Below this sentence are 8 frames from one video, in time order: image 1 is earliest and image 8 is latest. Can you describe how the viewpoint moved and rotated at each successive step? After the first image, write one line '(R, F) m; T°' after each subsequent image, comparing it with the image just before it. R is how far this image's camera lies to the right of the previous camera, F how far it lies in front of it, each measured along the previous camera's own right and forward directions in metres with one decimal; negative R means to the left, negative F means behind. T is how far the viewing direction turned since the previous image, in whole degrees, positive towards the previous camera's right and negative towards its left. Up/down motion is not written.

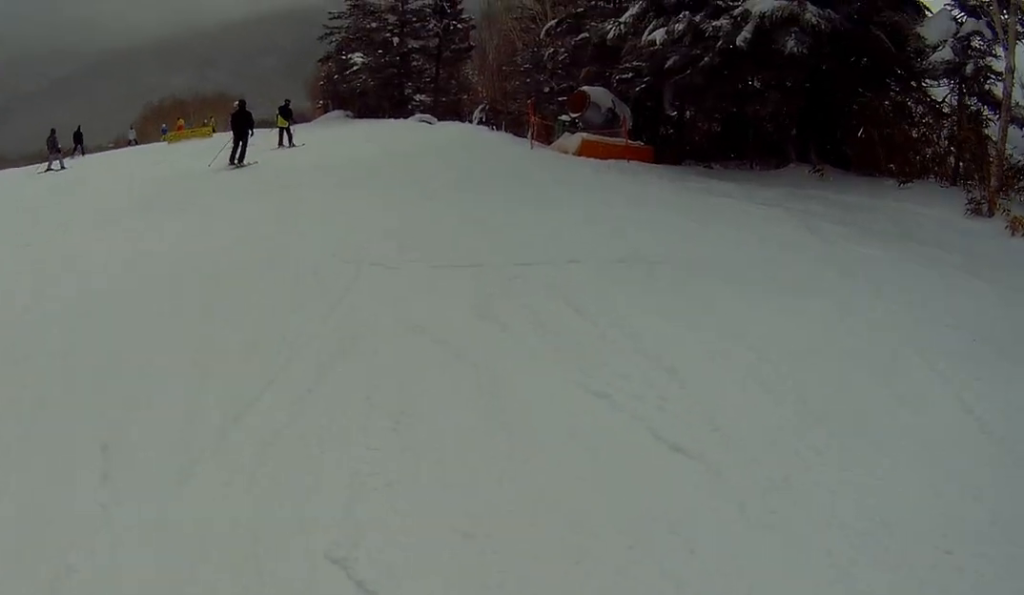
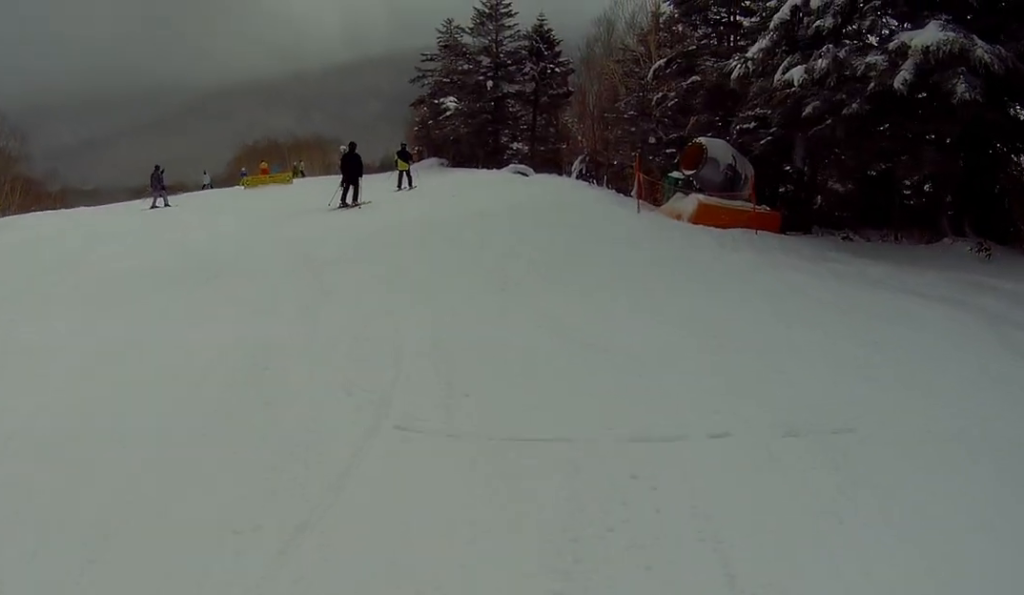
(-0.8, +3.7) m; -14°
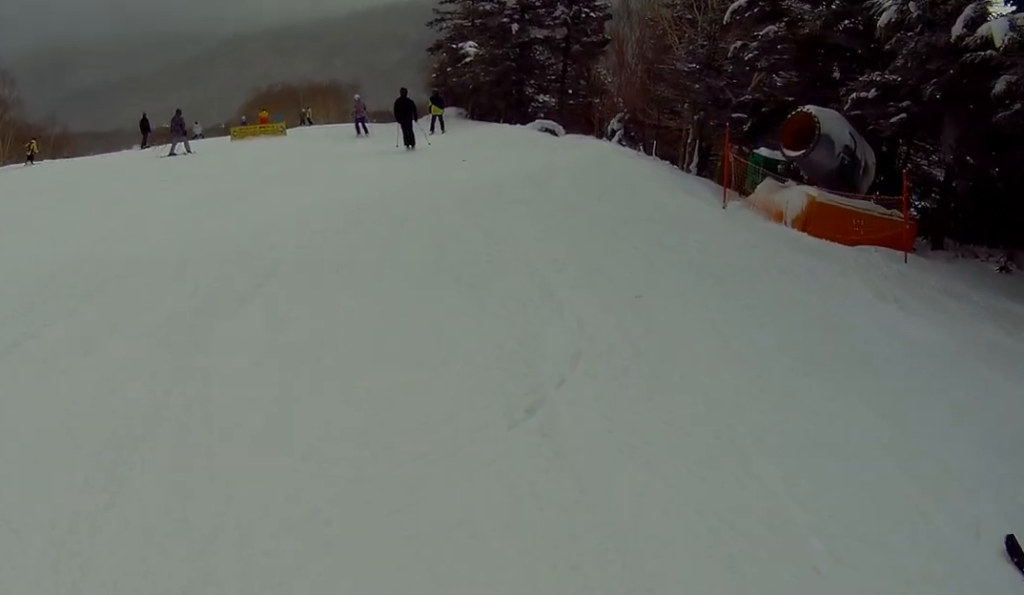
(0.0, +5.8) m; -10°
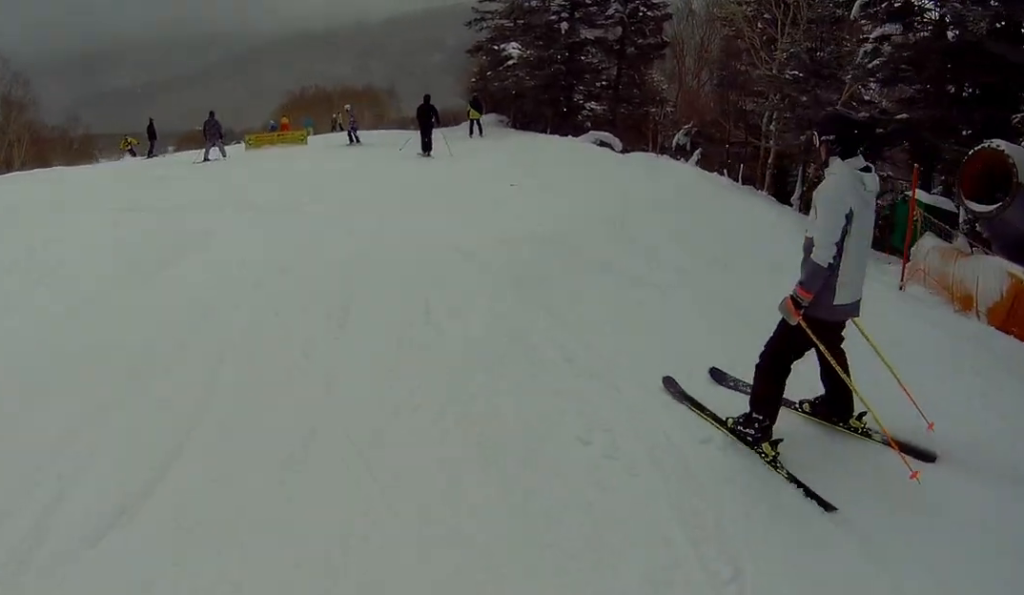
(-1.0, +4.0) m; -12°
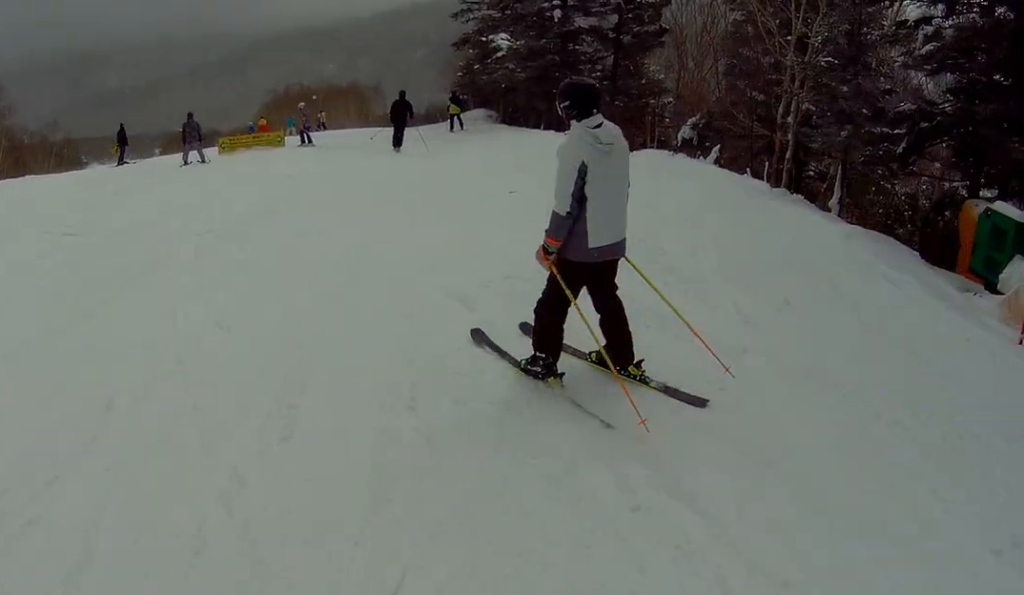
(+0.1, +1.9) m; +6°
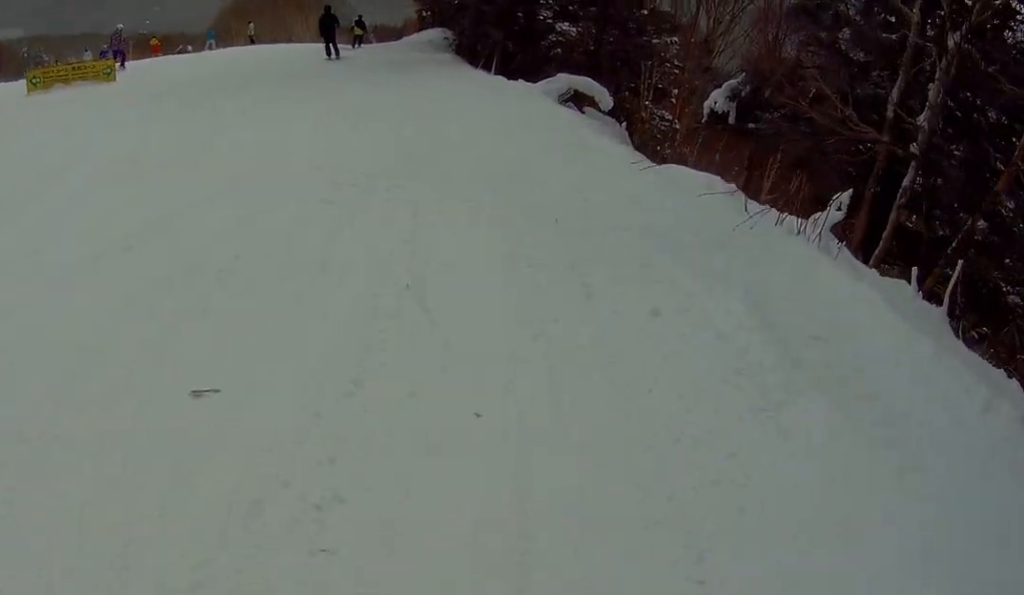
(+3.2, +8.8) m; +35°
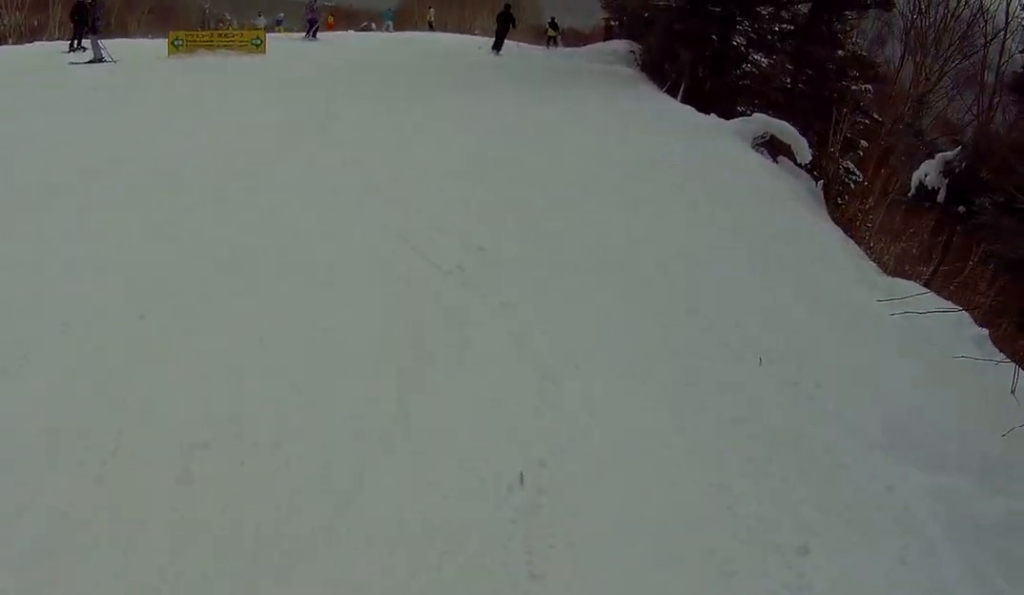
(+0.1, +2.4) m; +1°
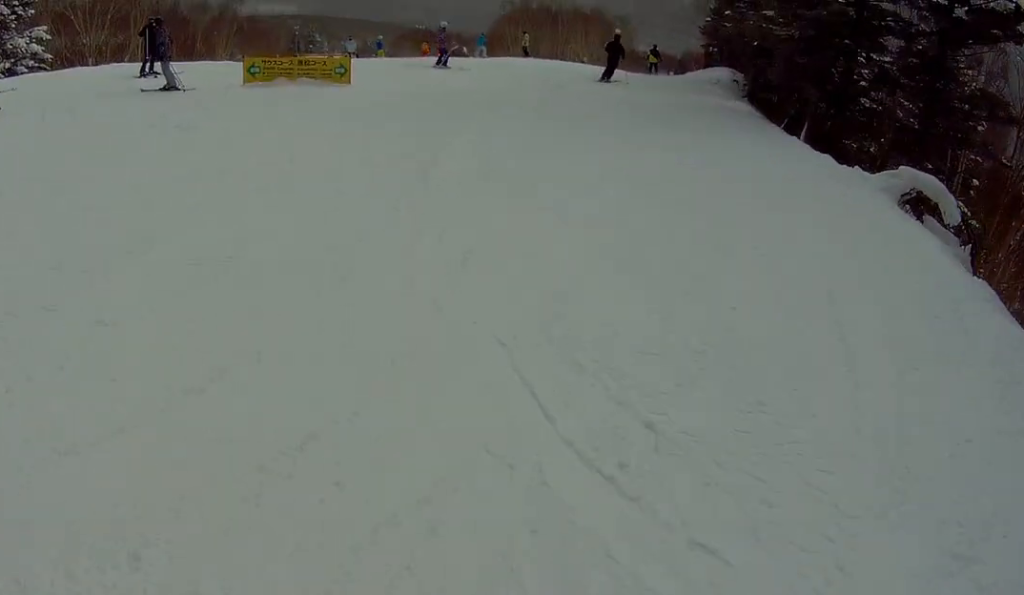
(0.0, +2.2) m; -4°
